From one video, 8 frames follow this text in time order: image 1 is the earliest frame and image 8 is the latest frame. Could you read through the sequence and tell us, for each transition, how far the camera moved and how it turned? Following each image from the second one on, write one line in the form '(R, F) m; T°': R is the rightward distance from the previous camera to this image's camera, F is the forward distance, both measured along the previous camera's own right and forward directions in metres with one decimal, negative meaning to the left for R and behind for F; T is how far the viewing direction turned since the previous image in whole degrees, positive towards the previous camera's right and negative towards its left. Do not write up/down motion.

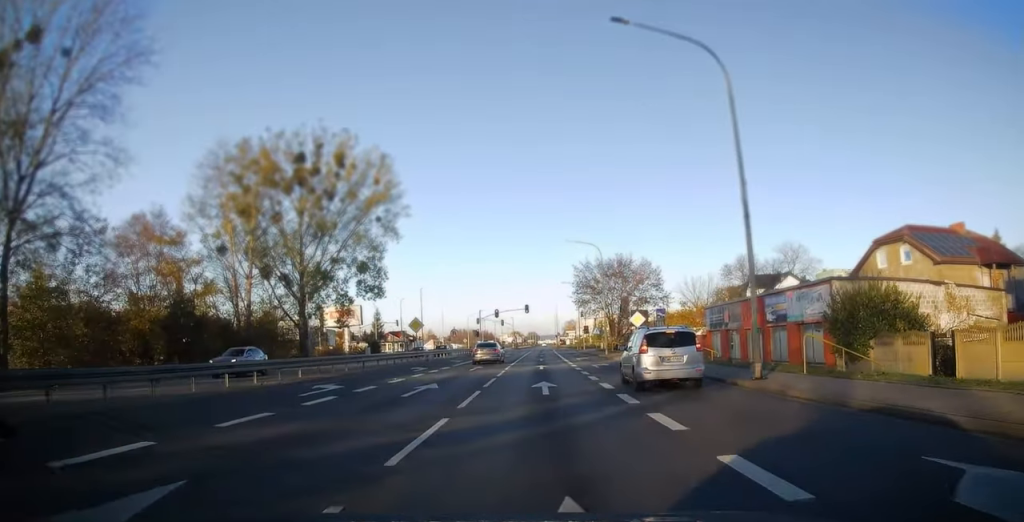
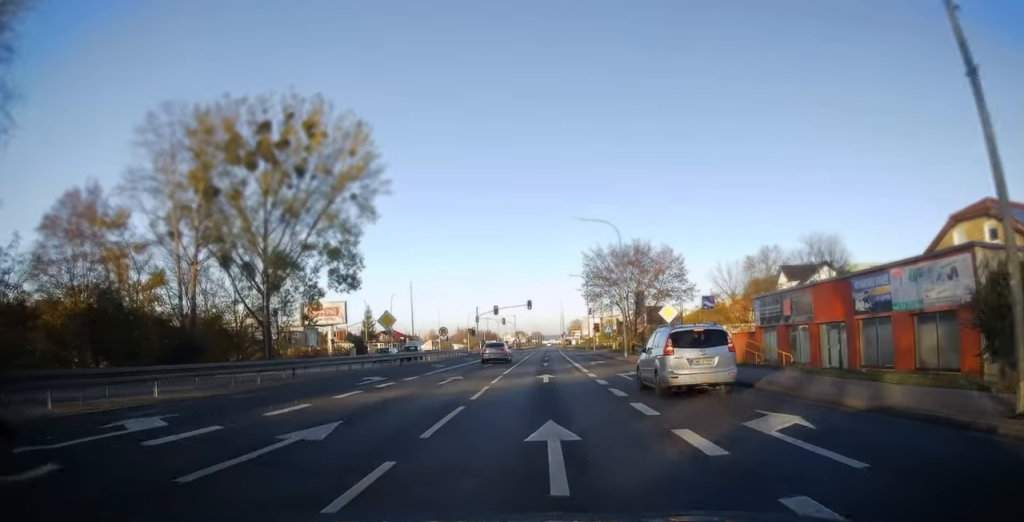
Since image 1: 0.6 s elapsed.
(0.0, +10.1) m; 0°
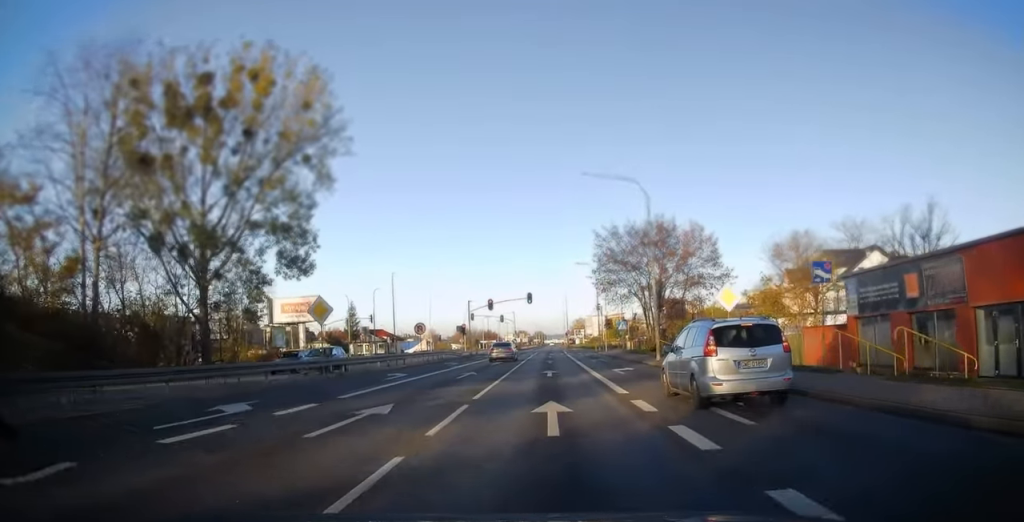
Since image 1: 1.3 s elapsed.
(0.0, +11.7) m; 0°
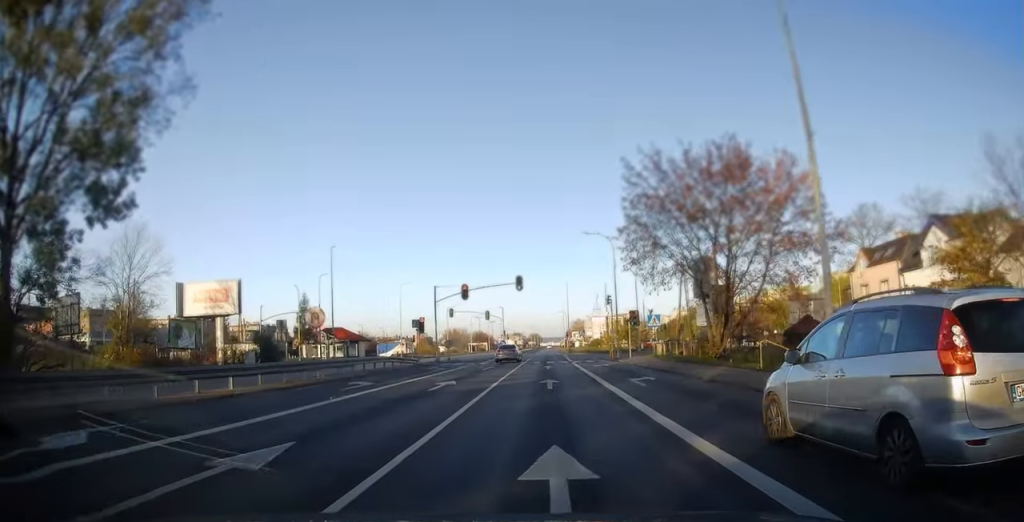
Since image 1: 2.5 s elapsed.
(0.0, +20.6) m; -1°
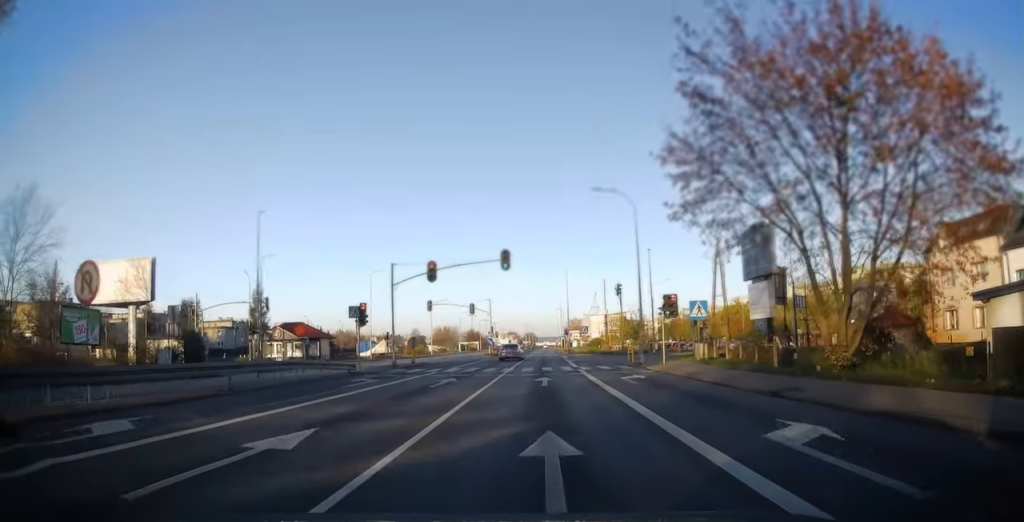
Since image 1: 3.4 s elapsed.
(-0.2, +13.9) m; 0°
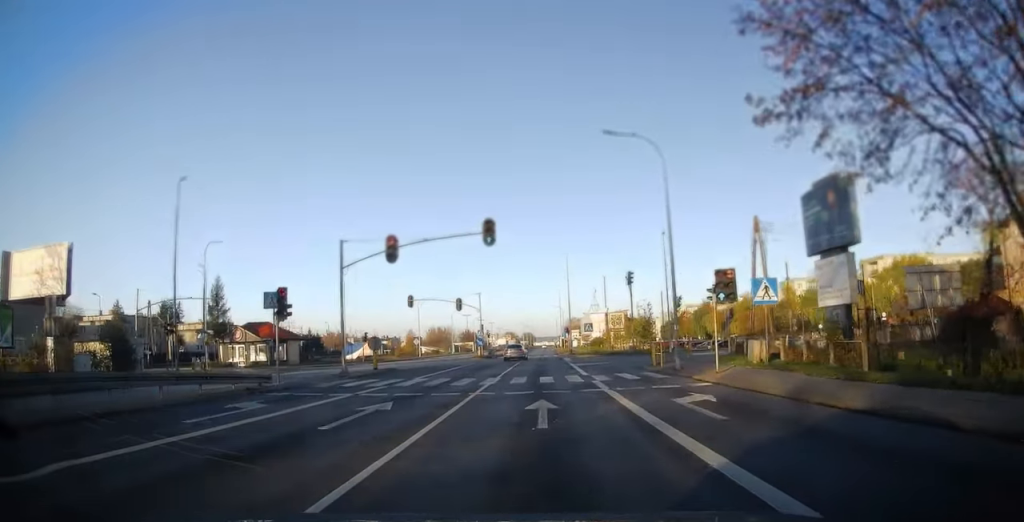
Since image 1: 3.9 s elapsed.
(-0.1, +9.7) m; 0°
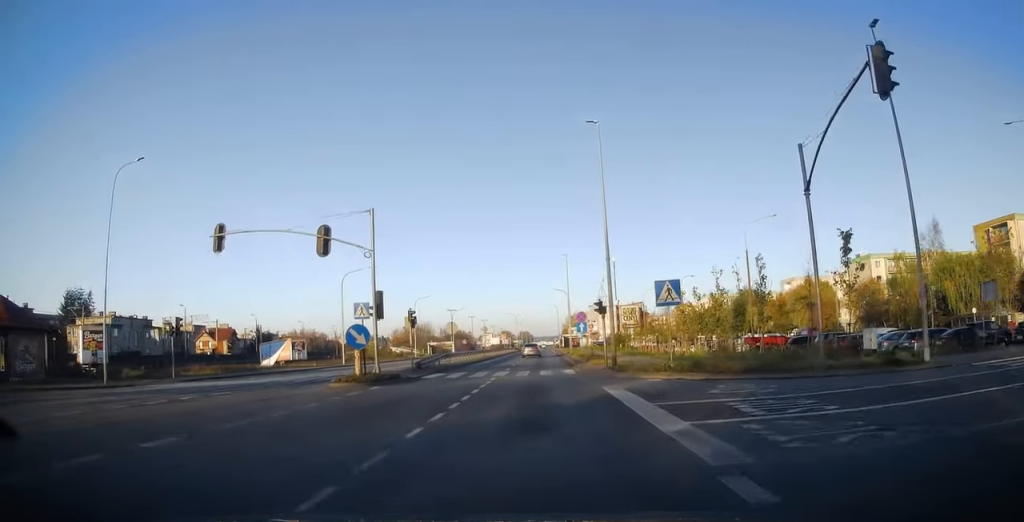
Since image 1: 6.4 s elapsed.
(+0.9, +40.2) m; +1°
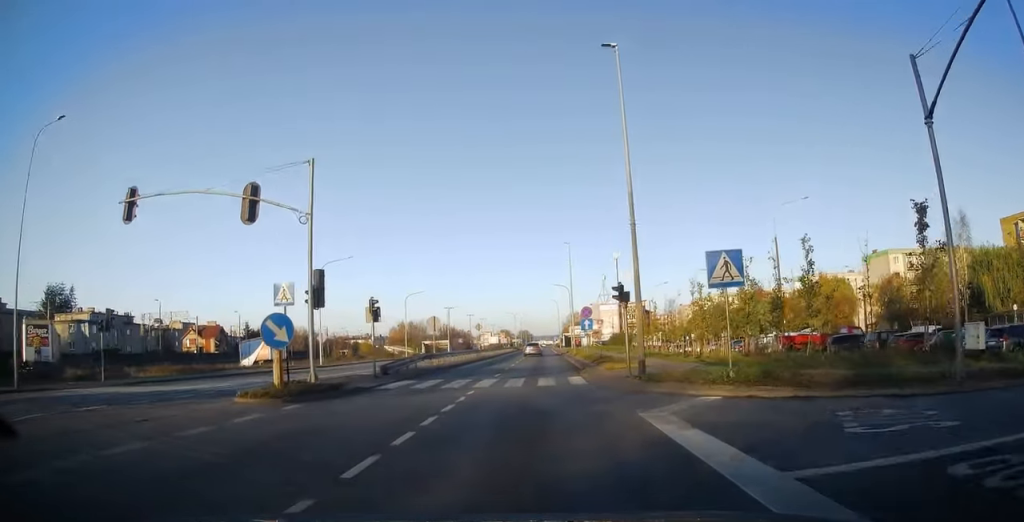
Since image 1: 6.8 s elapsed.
(0.0, +6.9) m; 0°
